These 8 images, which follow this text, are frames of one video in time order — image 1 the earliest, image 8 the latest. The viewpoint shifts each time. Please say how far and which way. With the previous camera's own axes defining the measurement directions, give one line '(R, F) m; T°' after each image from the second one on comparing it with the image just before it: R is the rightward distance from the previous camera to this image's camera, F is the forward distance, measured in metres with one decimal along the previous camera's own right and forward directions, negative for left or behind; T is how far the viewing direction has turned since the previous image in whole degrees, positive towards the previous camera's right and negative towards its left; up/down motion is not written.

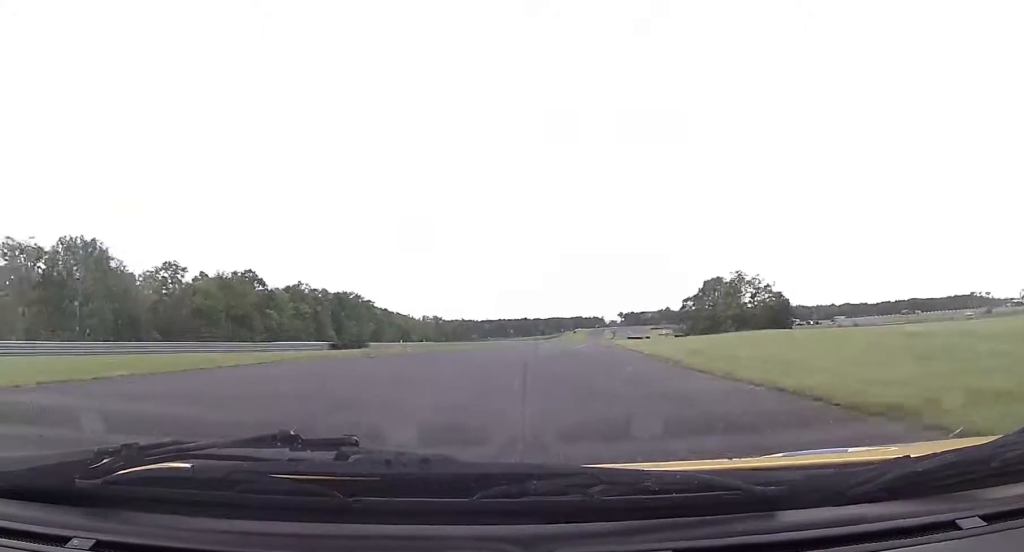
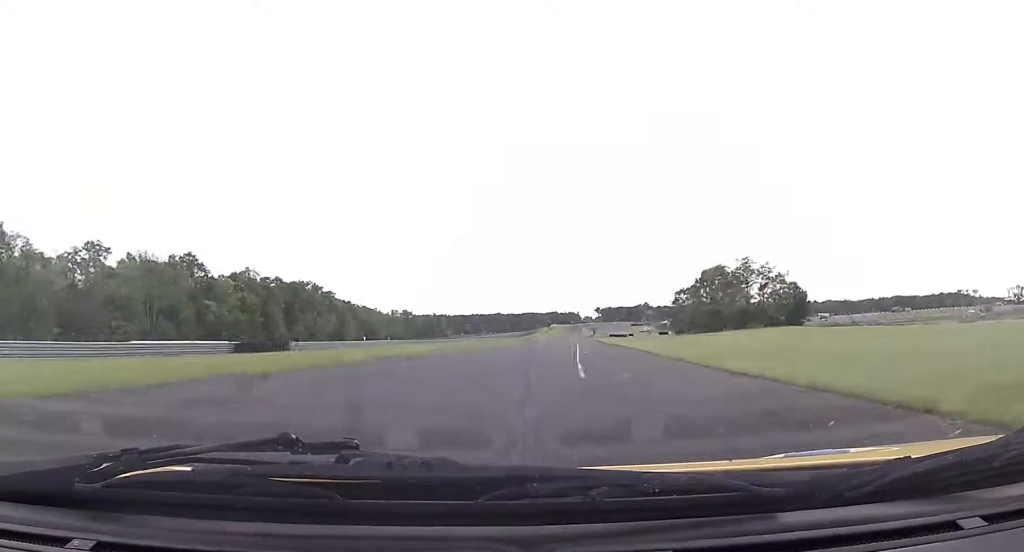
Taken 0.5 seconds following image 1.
(+0.7, +23.1) m; +2°
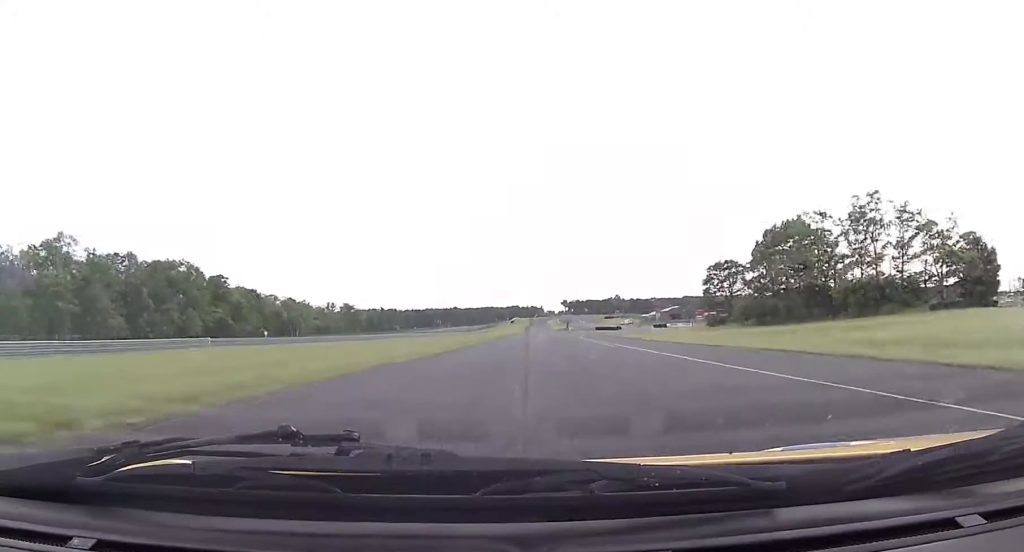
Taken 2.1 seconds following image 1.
(+2.1, +68.2) m; +3°
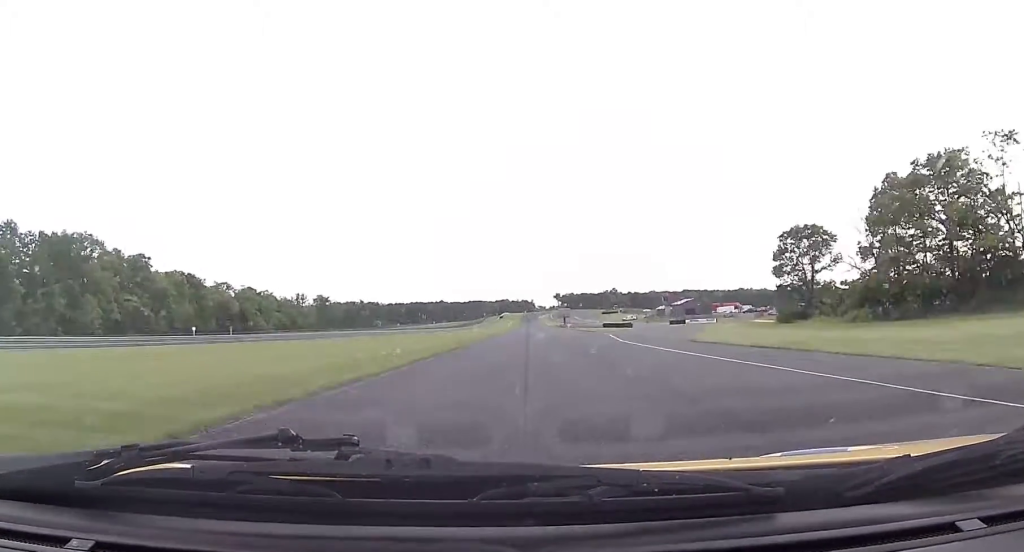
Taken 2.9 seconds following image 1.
(+0.6, +39.4) m; +1°
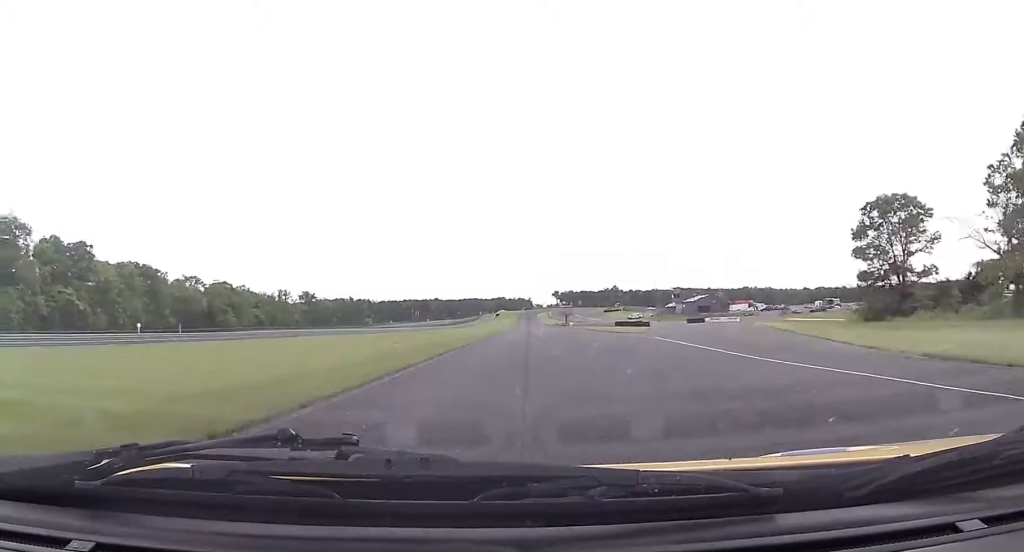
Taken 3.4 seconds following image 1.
(+0.2, +23.2) m; 0°
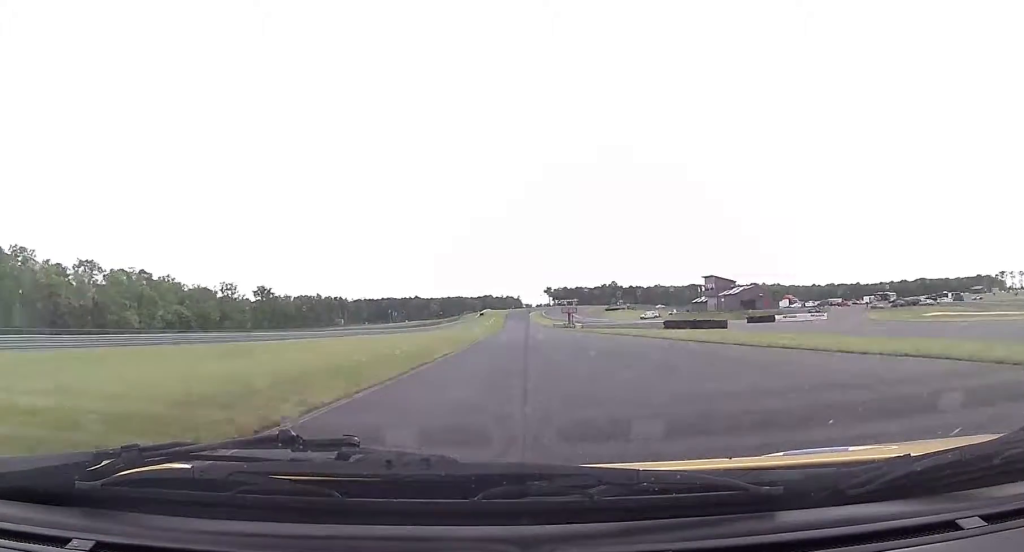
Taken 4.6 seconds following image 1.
(+0.2, +55.4) m; +1°
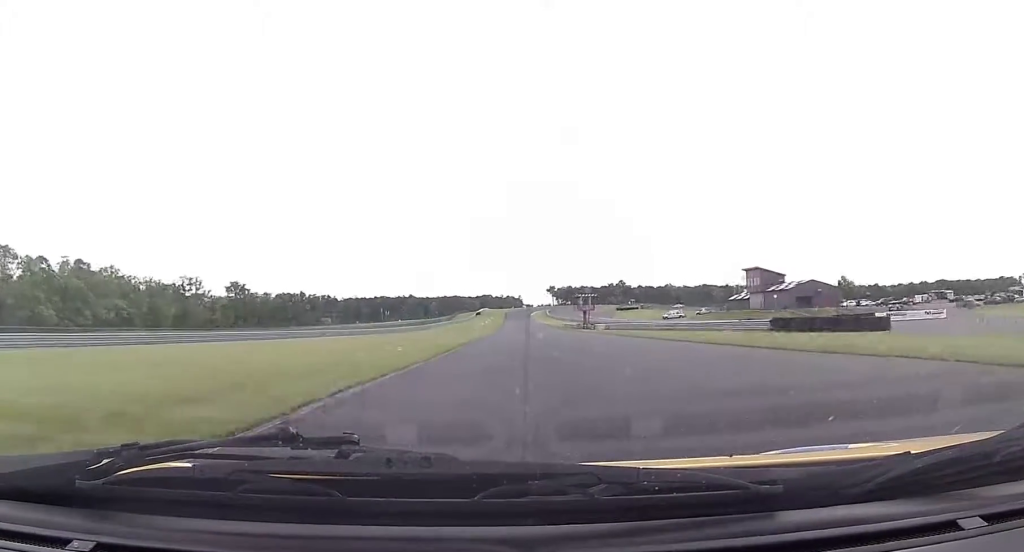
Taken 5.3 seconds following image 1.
(+0.6, +35.6) m; 0°
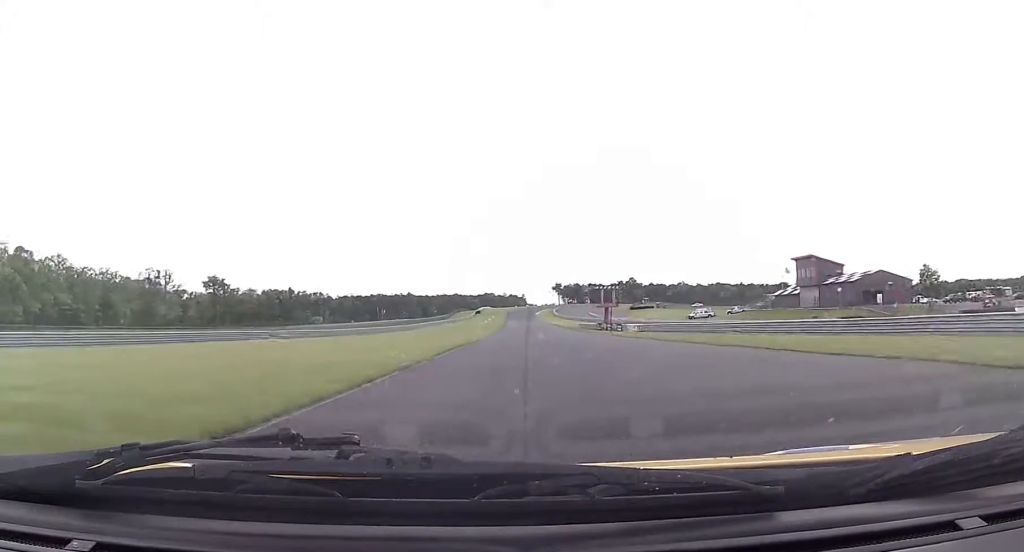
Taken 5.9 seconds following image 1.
(+0.2, +27.8) m; 0°
